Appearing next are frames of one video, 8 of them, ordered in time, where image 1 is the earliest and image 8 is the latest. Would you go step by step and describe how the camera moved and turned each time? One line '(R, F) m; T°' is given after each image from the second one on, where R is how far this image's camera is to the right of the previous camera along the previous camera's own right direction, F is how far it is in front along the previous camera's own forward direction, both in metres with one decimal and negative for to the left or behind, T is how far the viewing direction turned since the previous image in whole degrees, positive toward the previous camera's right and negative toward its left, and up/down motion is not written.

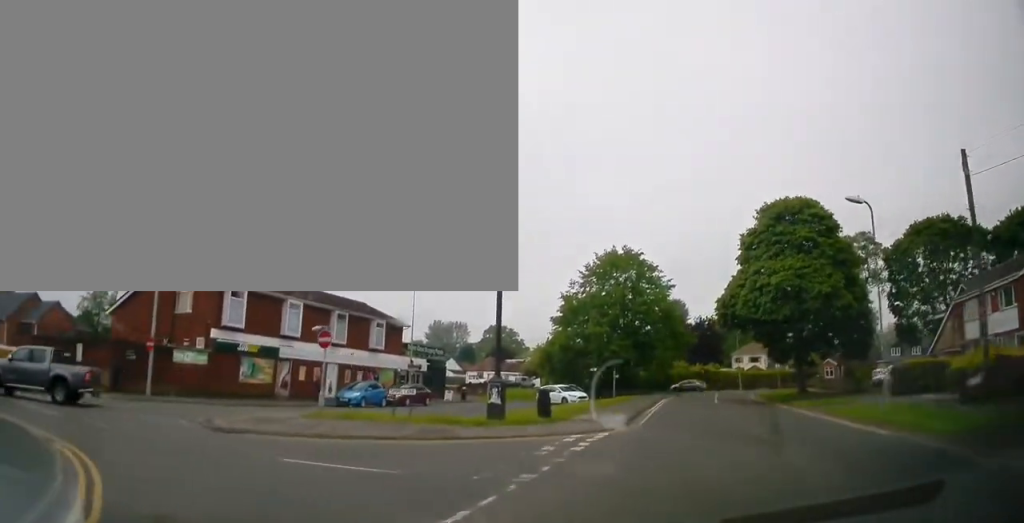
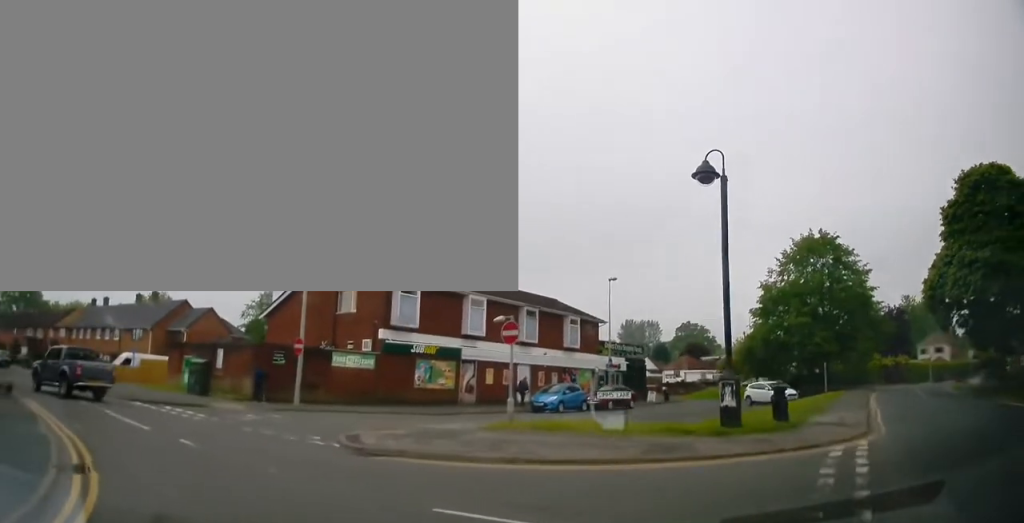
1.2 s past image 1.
(0.0, +3.9) m; -14°
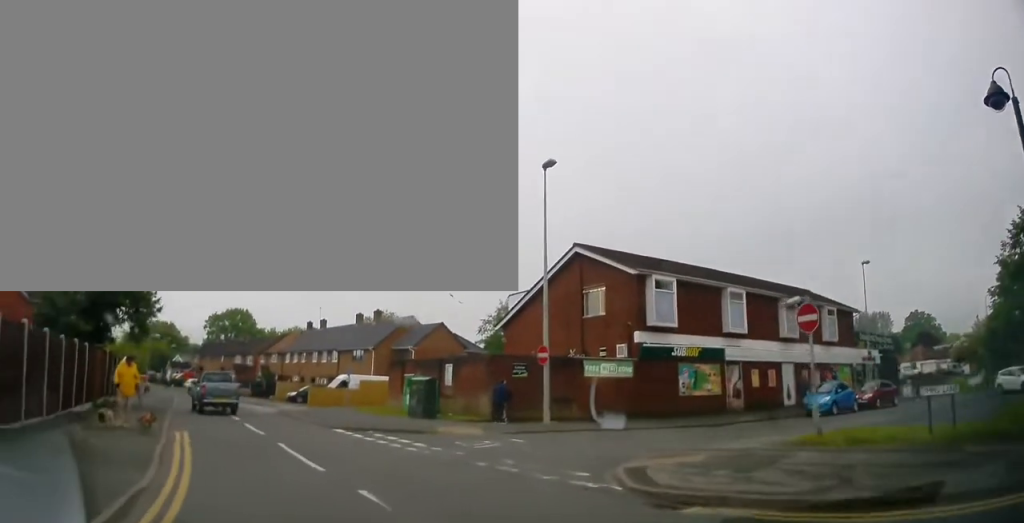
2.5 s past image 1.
(-1.2, +3.5) m; -26°
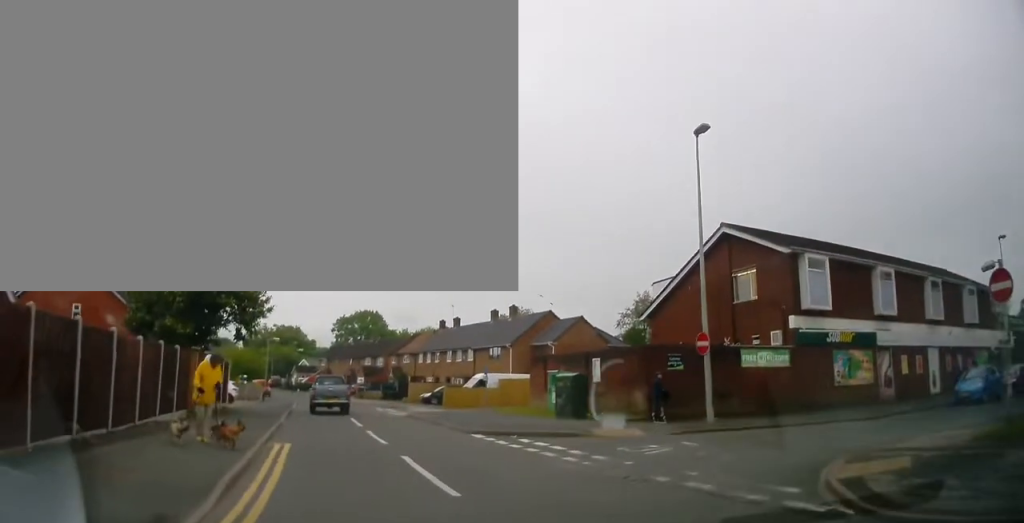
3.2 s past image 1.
(0.0, +2.2) m; -9°
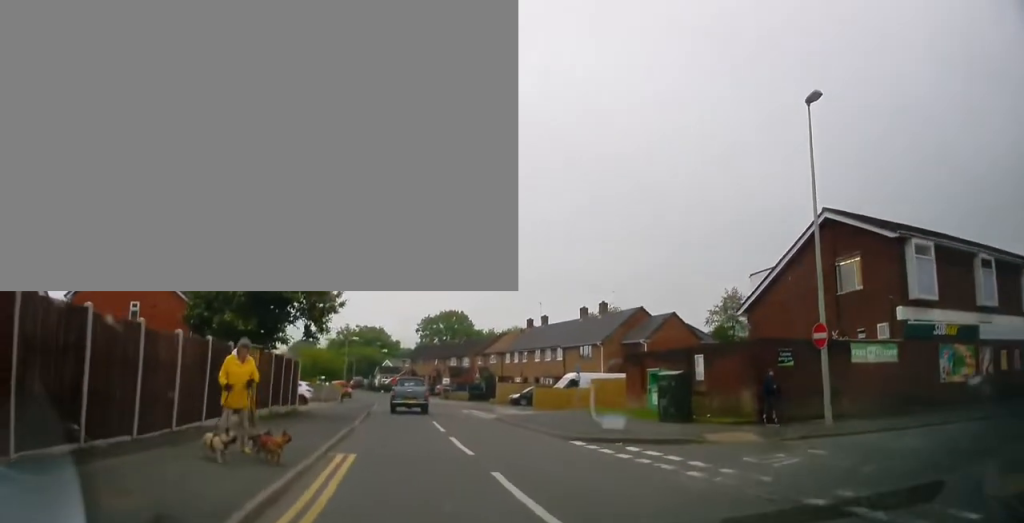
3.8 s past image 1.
(-0.3, +1.9) m; -8°
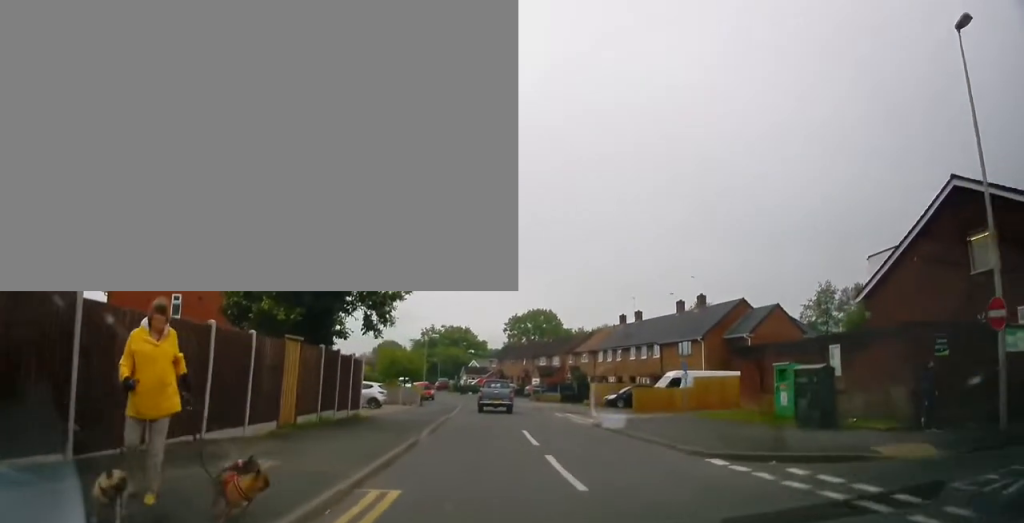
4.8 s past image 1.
(-0.5, +3.6) m; -8°
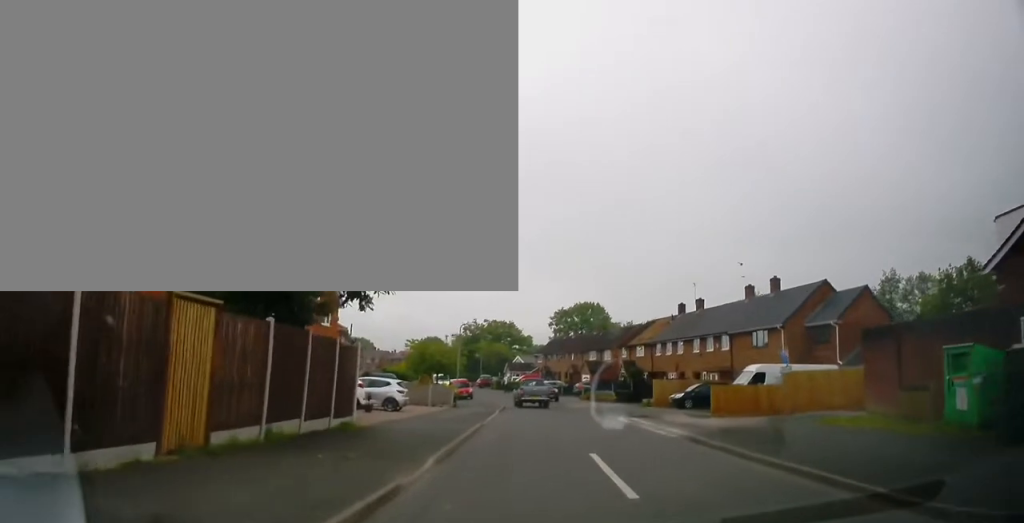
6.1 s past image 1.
(0.0, +6.0) m; -1°
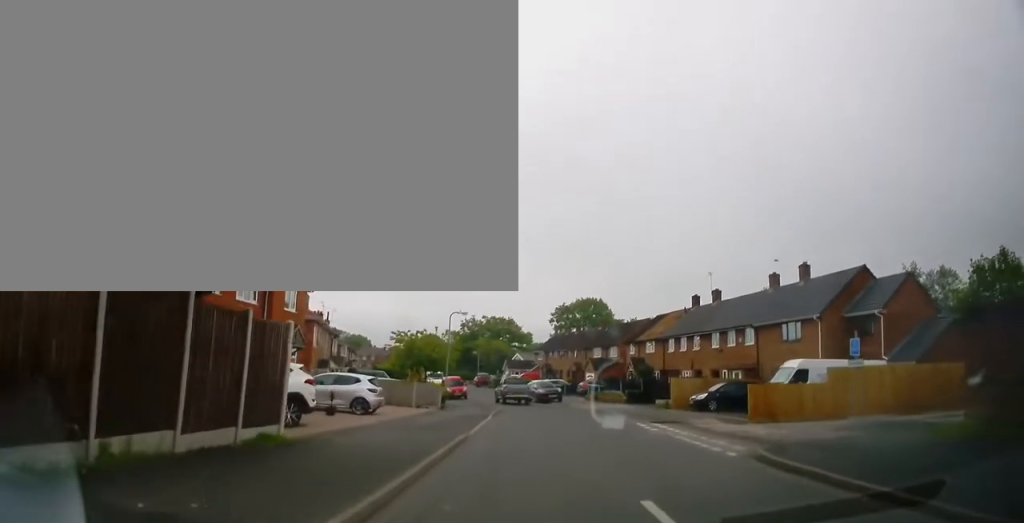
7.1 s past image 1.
(-0.2, +4.8) m; 0°
